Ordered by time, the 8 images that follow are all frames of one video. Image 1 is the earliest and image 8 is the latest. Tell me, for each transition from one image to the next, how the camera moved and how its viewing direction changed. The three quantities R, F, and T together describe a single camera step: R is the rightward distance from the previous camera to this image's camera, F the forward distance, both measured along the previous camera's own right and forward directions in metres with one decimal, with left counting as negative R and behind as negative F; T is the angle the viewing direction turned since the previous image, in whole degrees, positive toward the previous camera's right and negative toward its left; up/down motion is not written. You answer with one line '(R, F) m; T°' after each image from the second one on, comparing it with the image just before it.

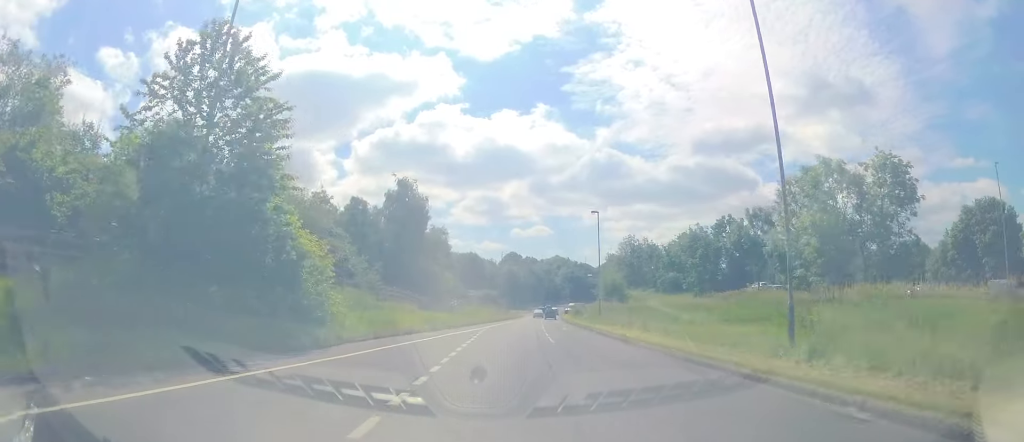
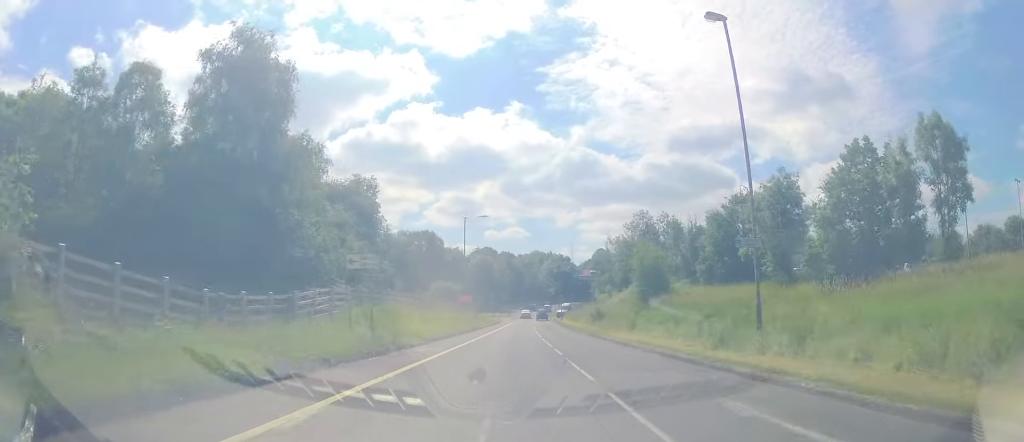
(+0.3, +36.2) m; -2°
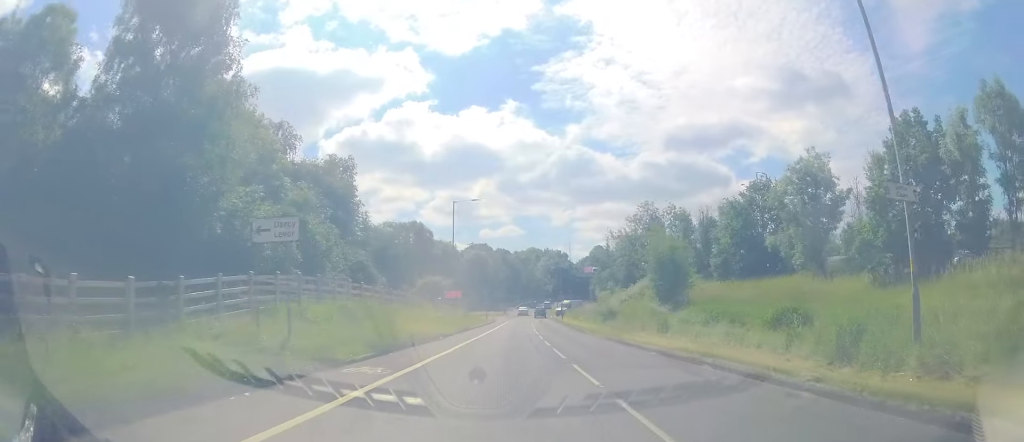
(-0.2, +7.1) m; 0°
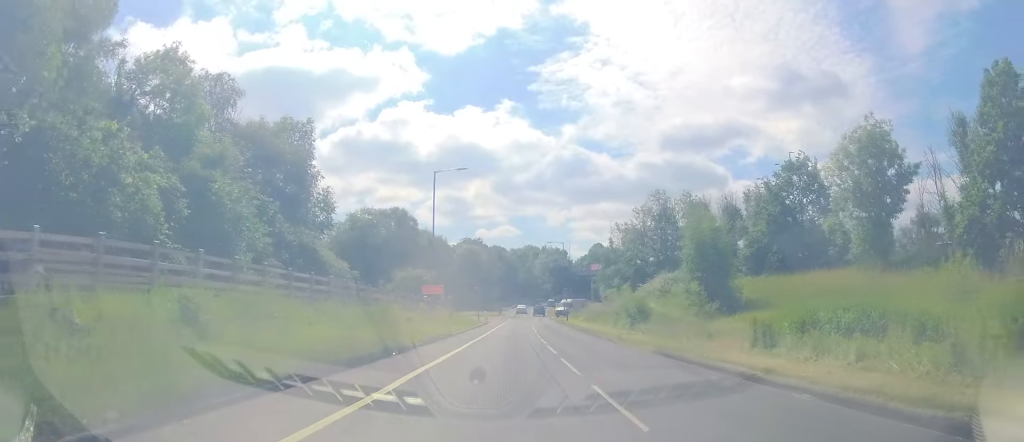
(+0.2, +10.1) m; +3°
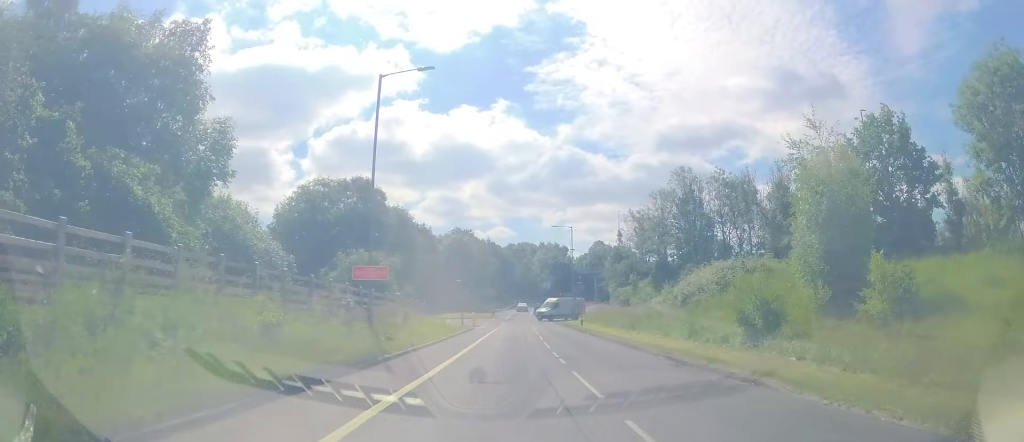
(+0.8, +15.2) m; +3°
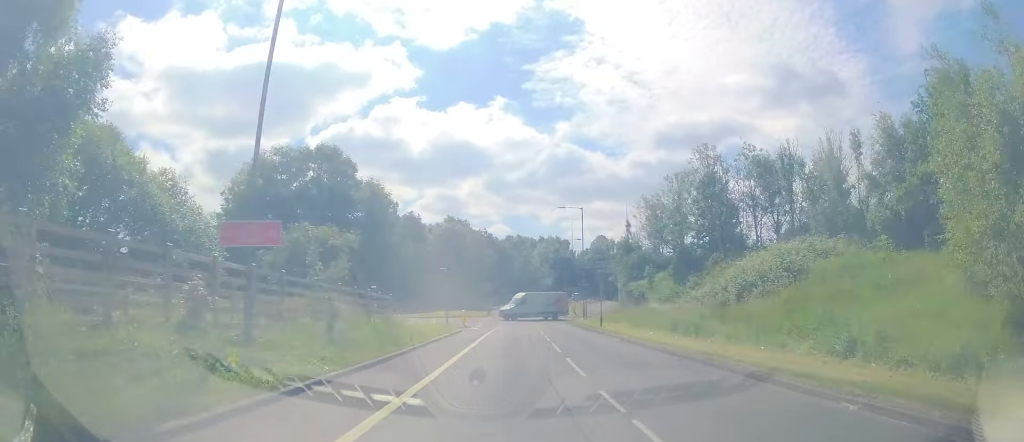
(0.0, +9.7) m; 0°
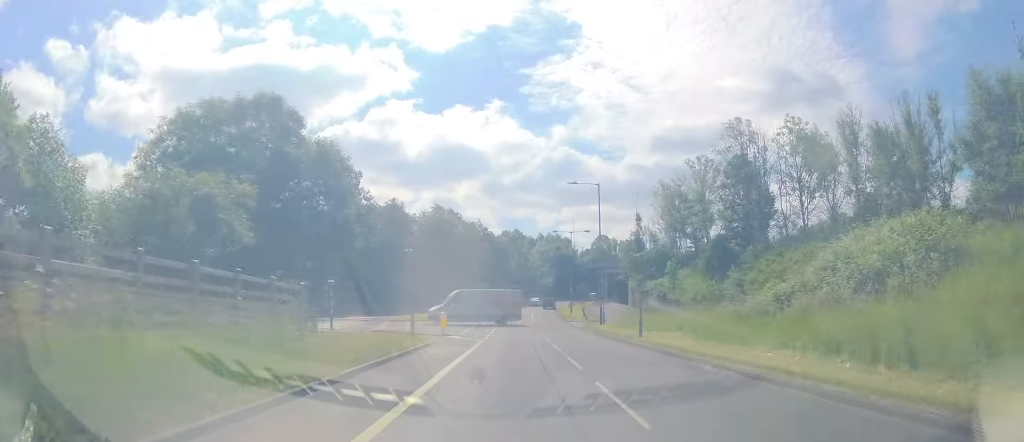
(-0.2, +11.0) m; 0°
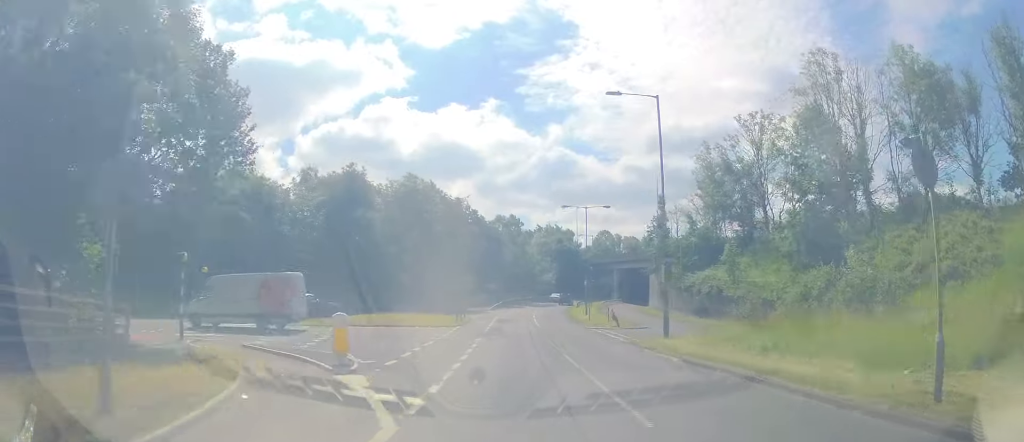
(+0.2, +17.8) m; -1°
